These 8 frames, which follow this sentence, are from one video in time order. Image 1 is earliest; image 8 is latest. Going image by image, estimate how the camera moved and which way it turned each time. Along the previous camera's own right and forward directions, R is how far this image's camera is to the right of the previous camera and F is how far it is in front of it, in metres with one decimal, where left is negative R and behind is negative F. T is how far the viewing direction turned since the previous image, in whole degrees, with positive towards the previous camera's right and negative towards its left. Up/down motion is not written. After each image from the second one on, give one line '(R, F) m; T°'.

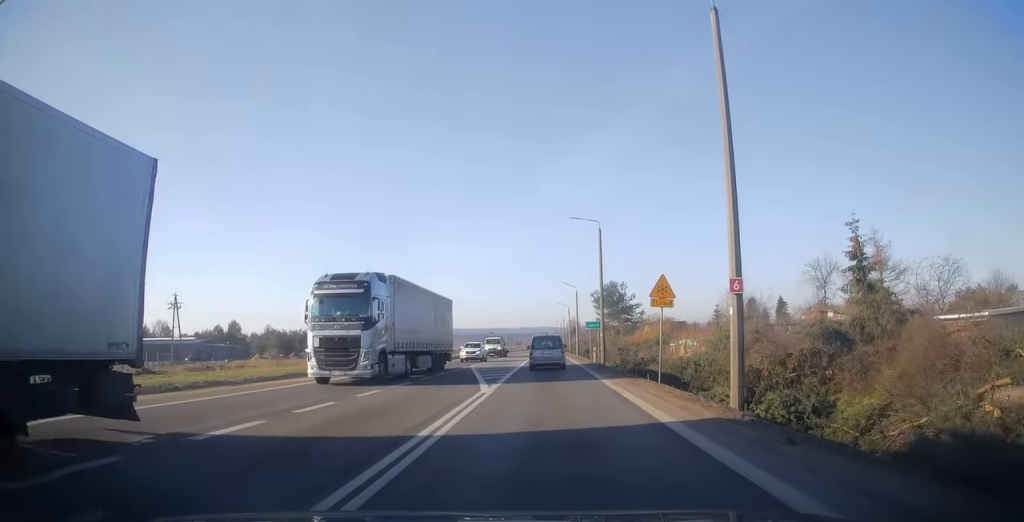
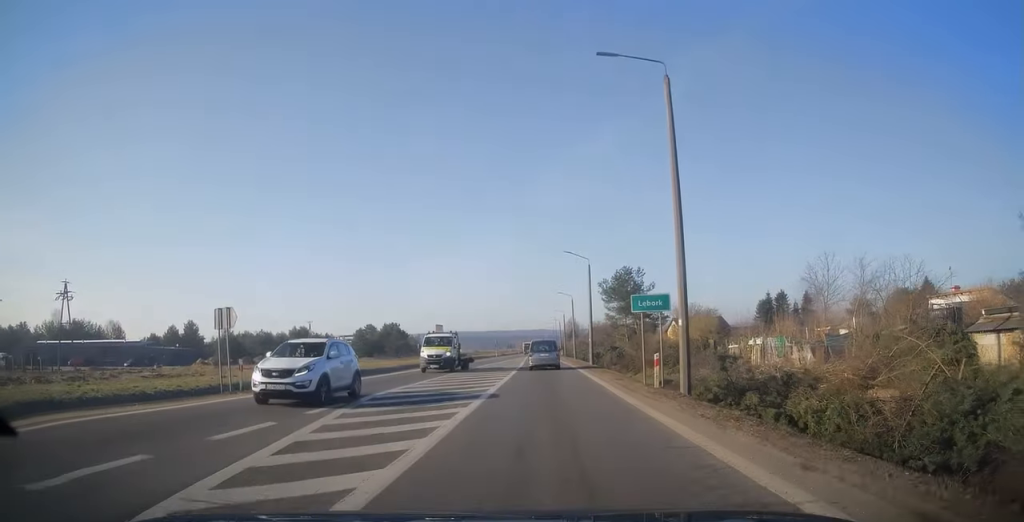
(0.0, +26.4) m; 0°
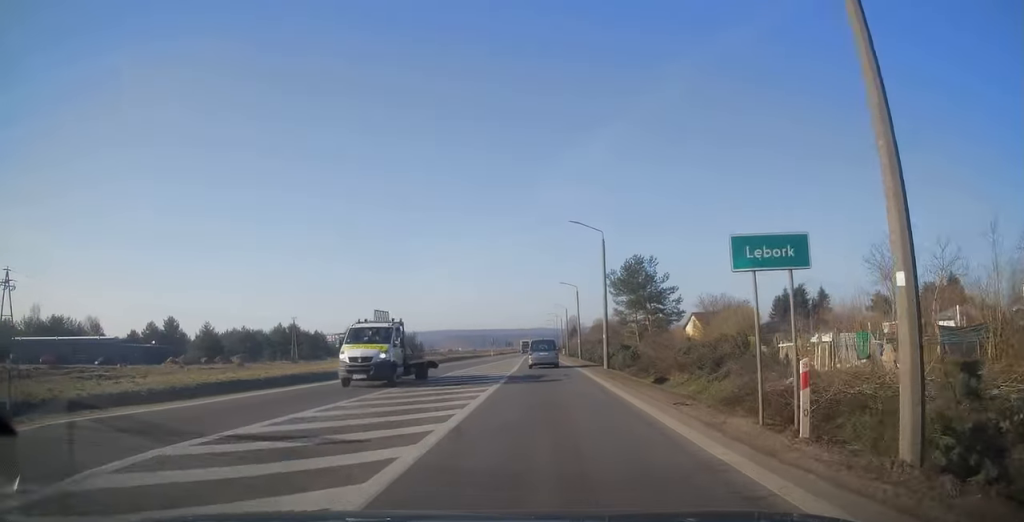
(0.0, +11.1) m; -1°
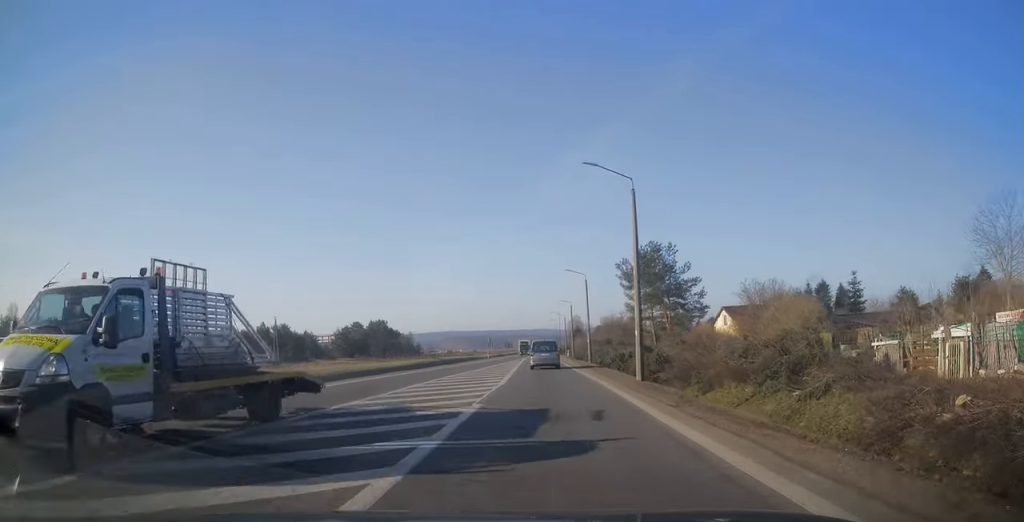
(-0.1, +11.9) m; 0°
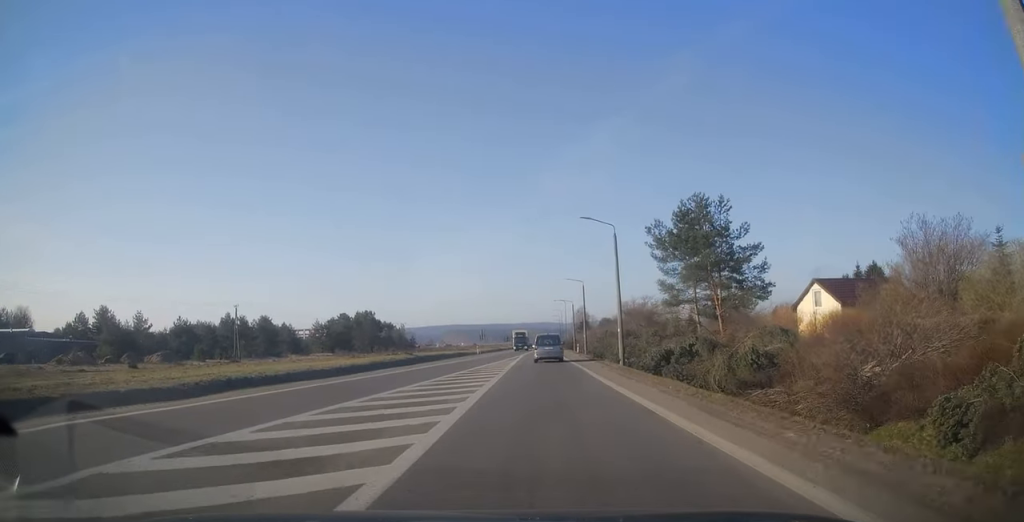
(0.0, +19.9) m; 0°
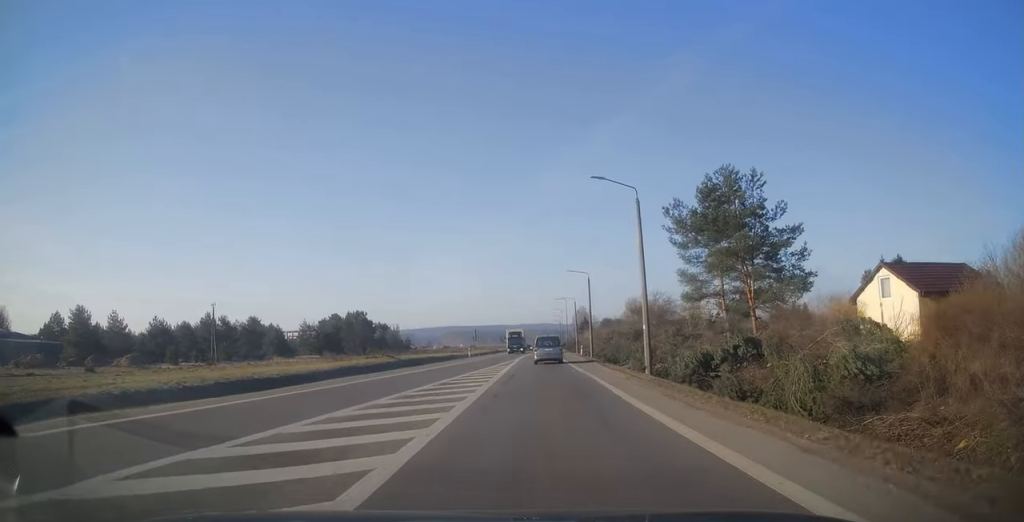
(0.0, +8.6) m; 0°
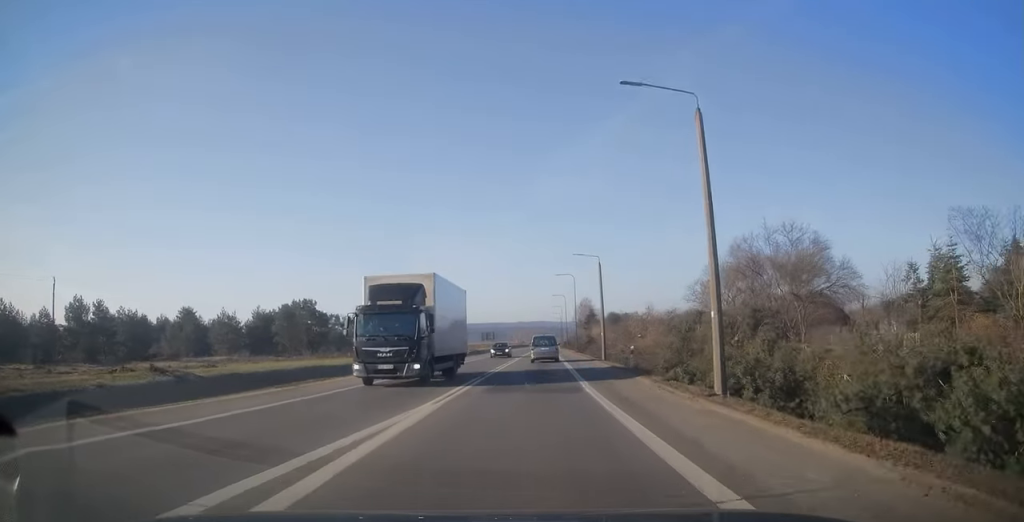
(0.0, +41.4) m; 0°
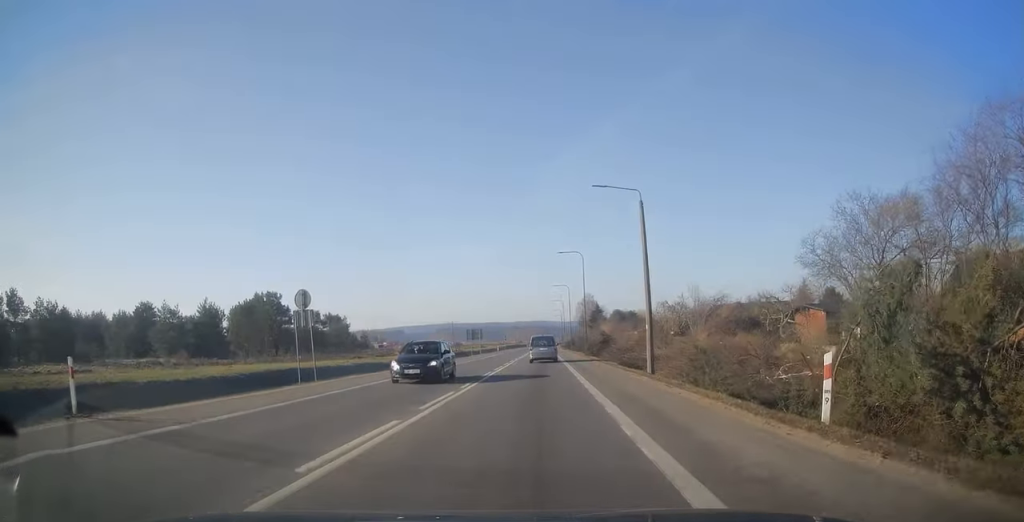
(0.0, +20.0) m; 0°
